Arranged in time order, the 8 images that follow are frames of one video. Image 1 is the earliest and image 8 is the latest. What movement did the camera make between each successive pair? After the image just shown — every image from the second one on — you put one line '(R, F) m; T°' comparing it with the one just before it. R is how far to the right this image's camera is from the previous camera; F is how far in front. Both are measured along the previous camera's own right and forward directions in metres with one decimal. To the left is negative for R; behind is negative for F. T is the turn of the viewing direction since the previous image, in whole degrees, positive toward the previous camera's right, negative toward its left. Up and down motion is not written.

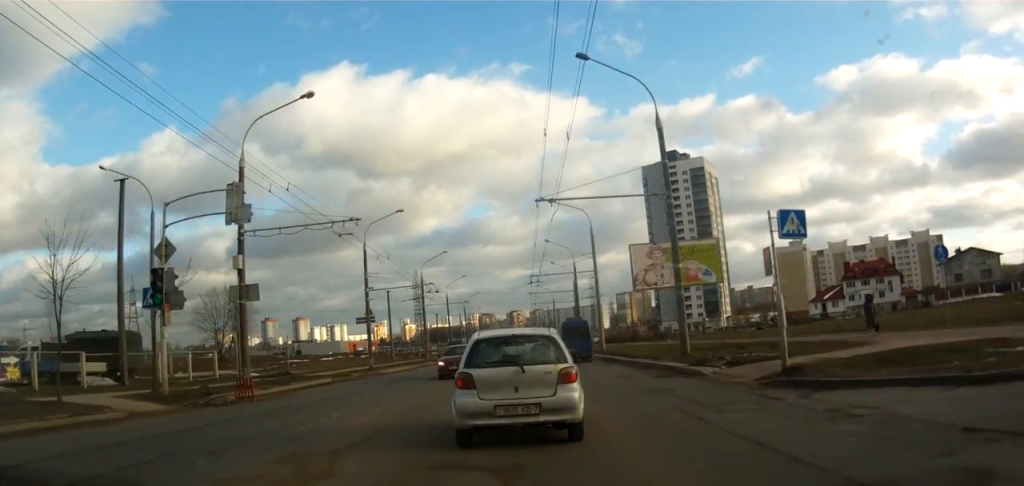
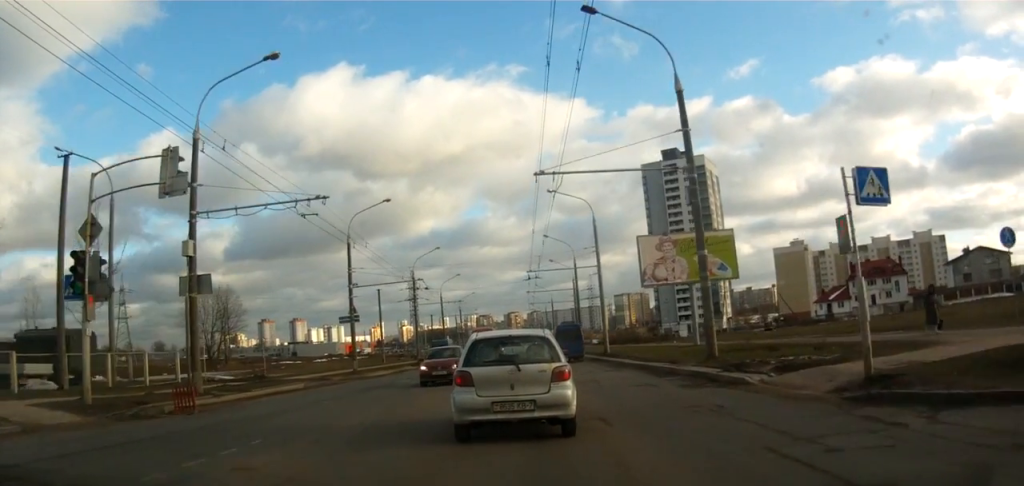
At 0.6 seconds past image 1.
(0.0, +3.9) m; 0°
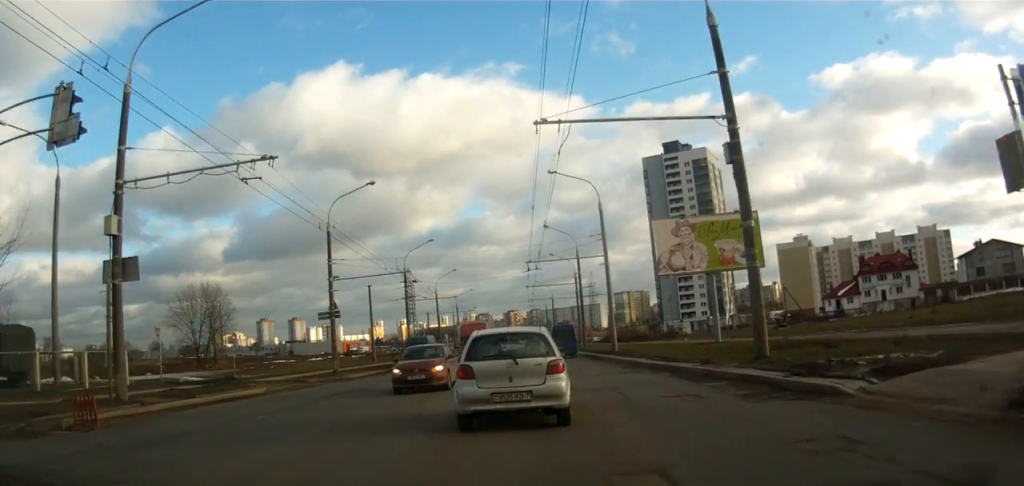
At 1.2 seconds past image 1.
(0.0, +4.5) m; -1°
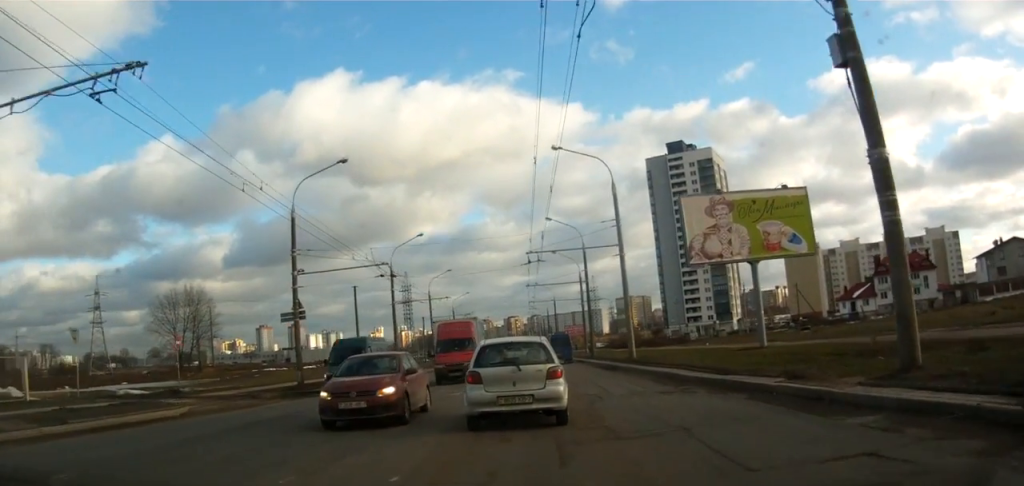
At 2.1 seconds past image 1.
(-0.1, +6.0) m; -1°
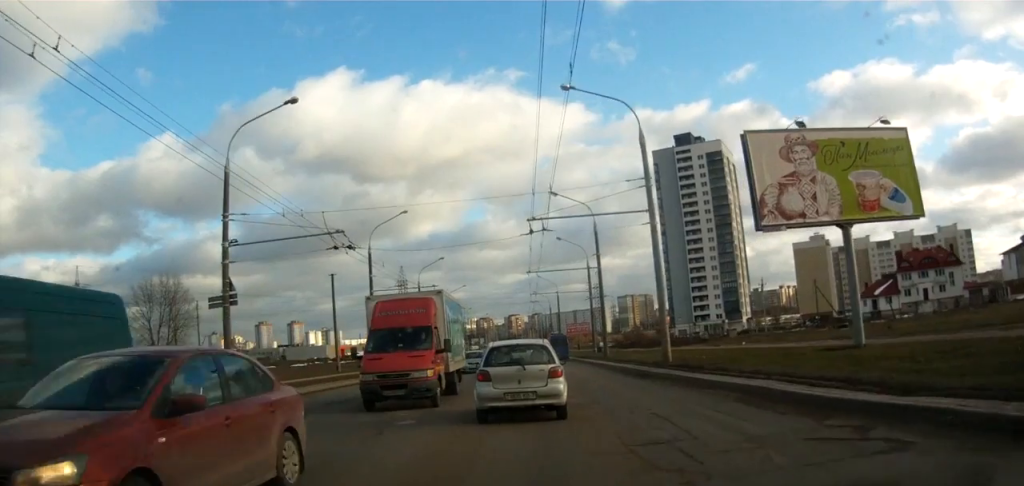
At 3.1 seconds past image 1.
(0.0, +6.5) m; 0°
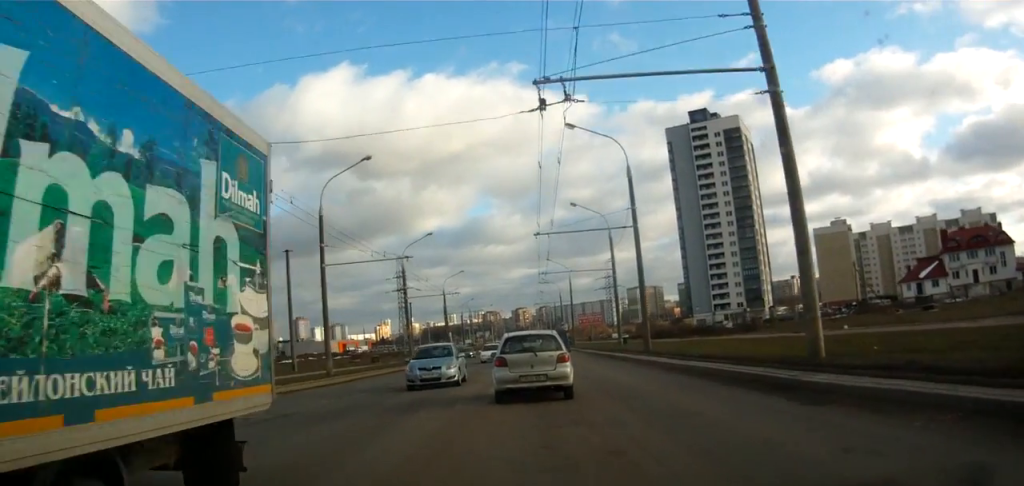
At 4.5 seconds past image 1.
(+0.1, +9.7) m; +1°
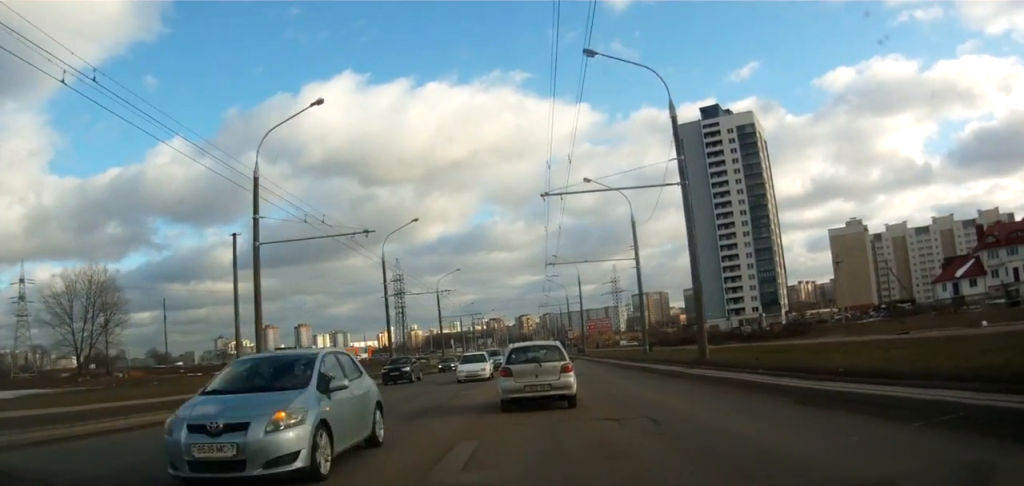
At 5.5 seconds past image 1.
(0.0, +8.0) m; +1°
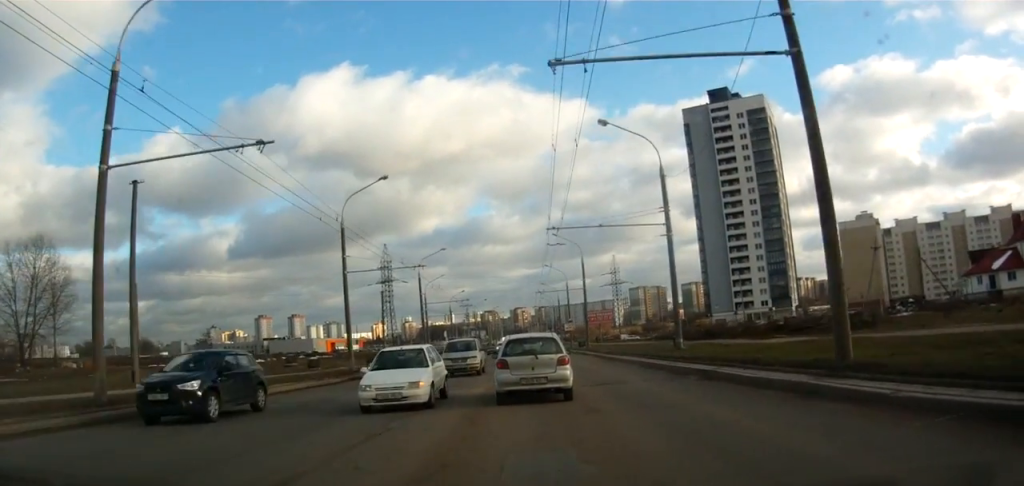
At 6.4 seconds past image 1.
(+0.1, +9.3) m; -1°
